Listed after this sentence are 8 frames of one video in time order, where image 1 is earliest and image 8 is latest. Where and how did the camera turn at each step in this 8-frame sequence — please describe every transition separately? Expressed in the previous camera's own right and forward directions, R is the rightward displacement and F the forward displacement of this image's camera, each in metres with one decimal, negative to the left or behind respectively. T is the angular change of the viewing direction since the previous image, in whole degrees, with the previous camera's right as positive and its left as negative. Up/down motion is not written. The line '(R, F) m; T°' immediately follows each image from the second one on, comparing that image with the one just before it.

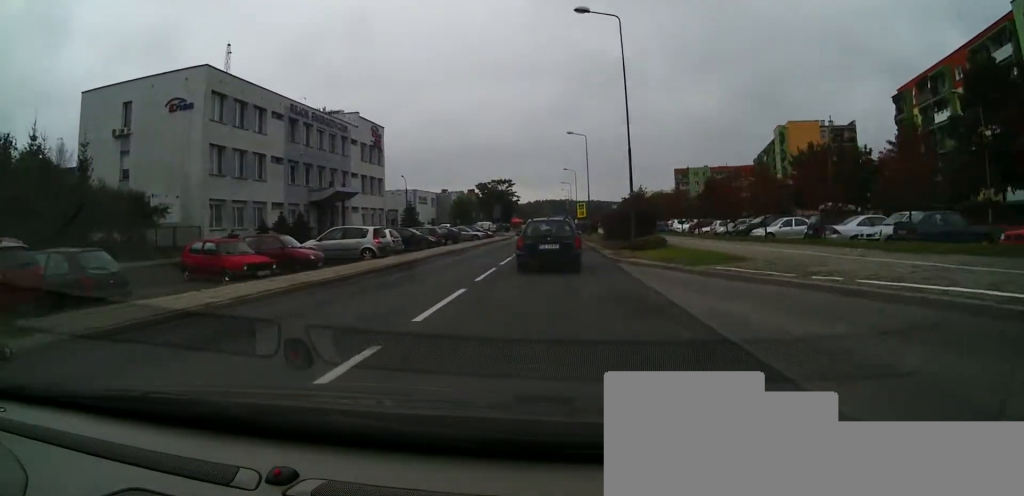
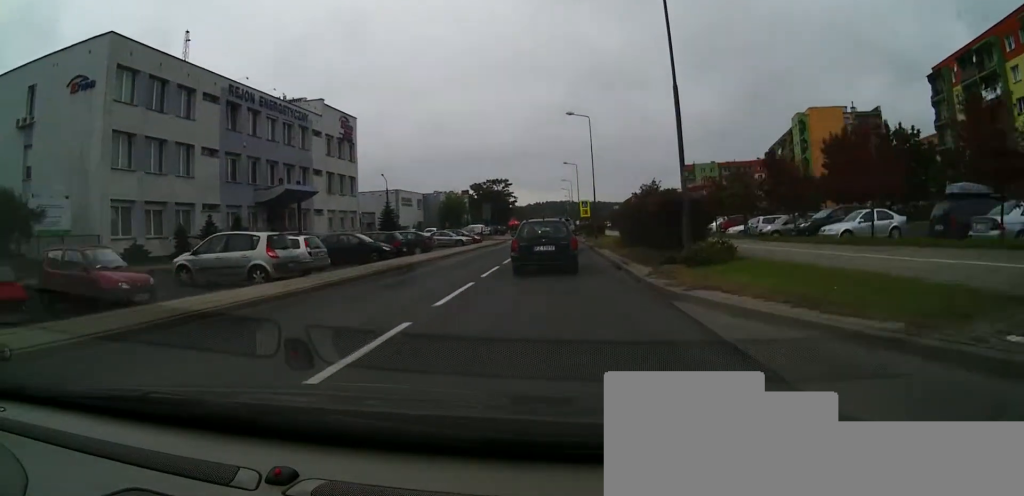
(-0.5, +10.1) m; -3°
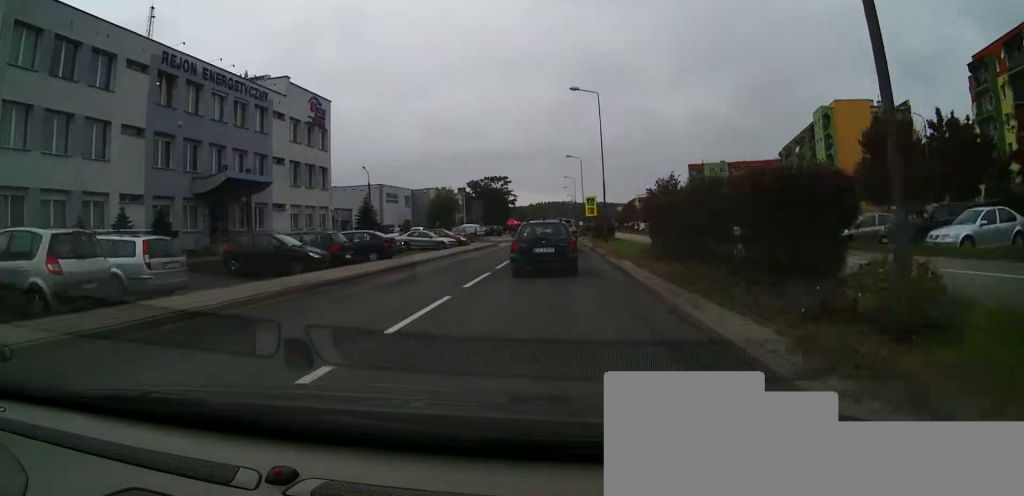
(0.0, +8.6) m; 0°
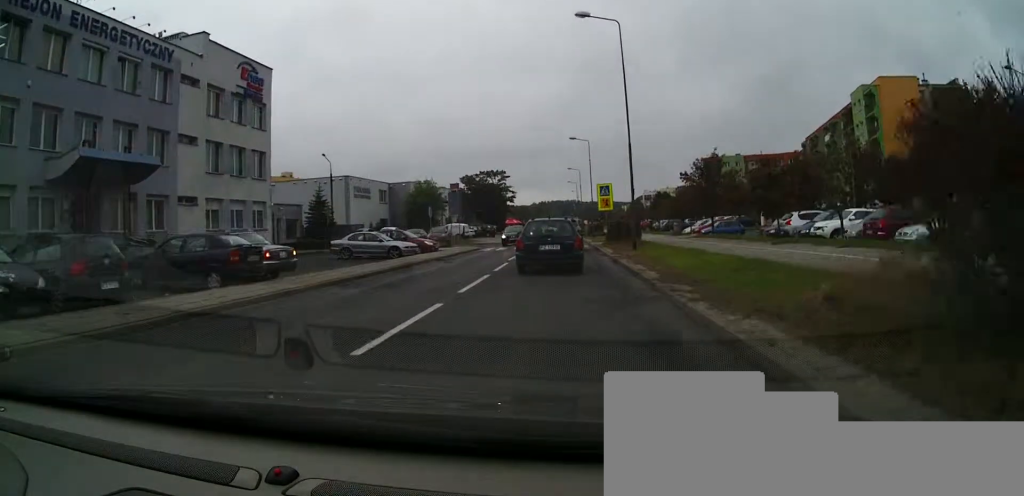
(-0.5, +12.8) m; -5°
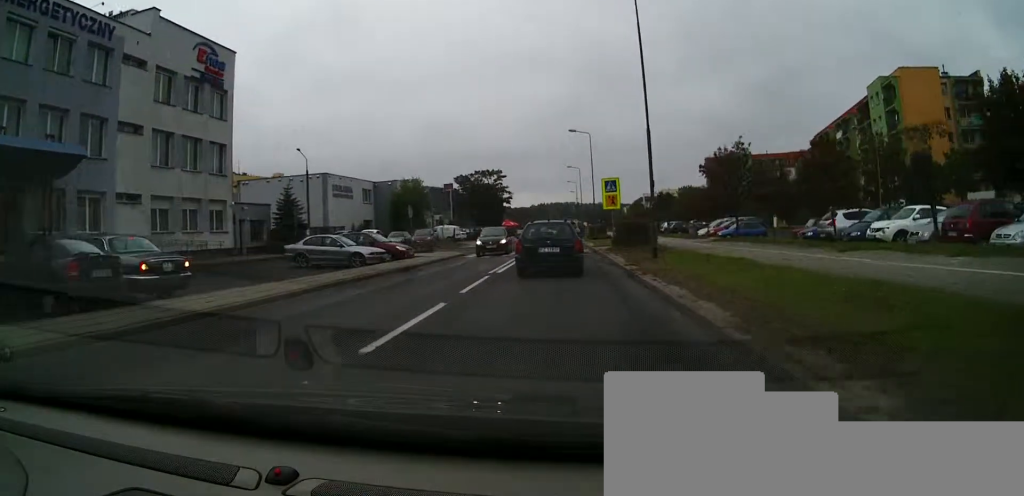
(-0.3, +5.3) m; -2°
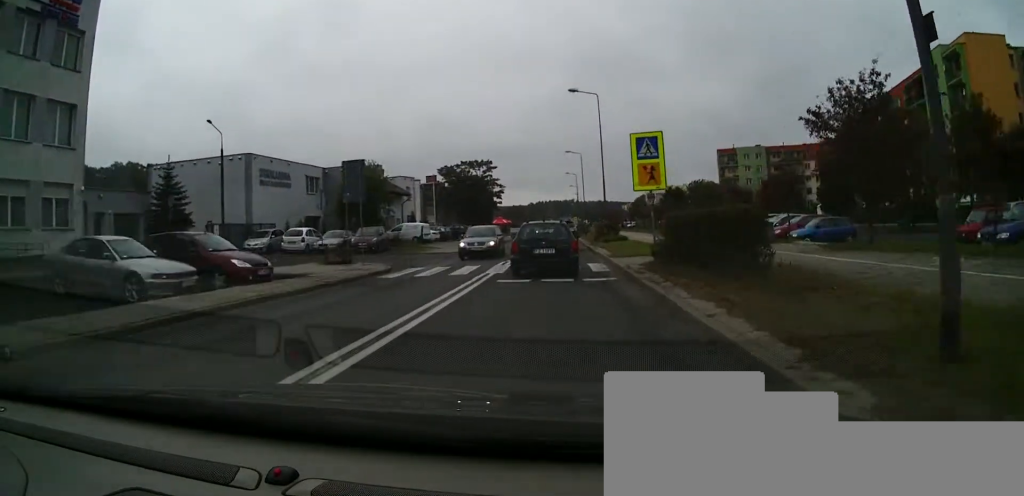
(+0.5, +14.3) m; +5°
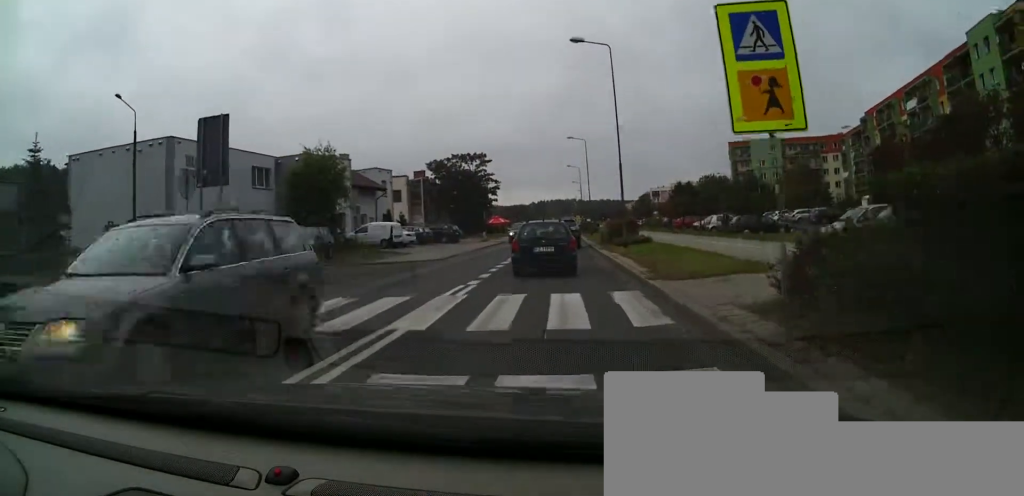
(+0.4, +9.8) m; +3°
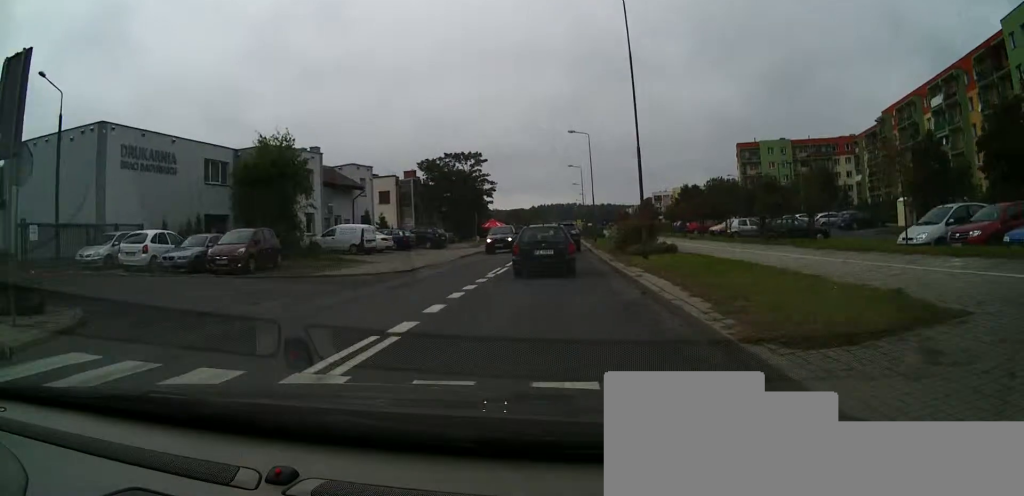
(0.0, +6.3) m; 0°
